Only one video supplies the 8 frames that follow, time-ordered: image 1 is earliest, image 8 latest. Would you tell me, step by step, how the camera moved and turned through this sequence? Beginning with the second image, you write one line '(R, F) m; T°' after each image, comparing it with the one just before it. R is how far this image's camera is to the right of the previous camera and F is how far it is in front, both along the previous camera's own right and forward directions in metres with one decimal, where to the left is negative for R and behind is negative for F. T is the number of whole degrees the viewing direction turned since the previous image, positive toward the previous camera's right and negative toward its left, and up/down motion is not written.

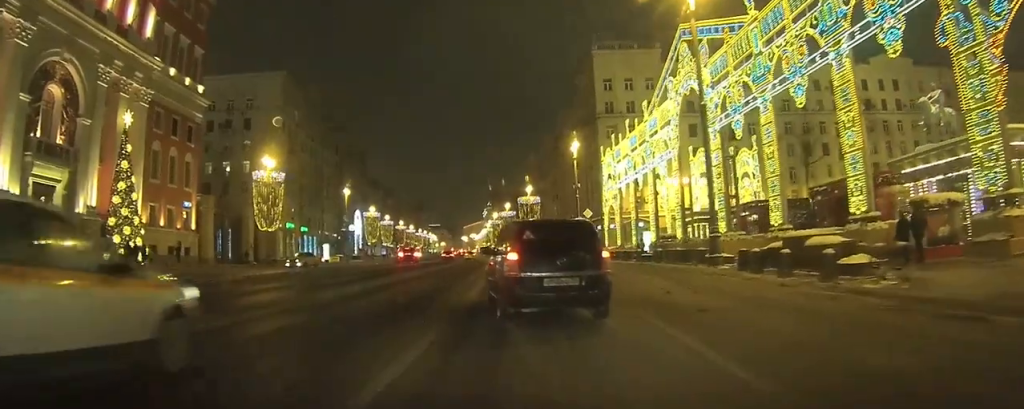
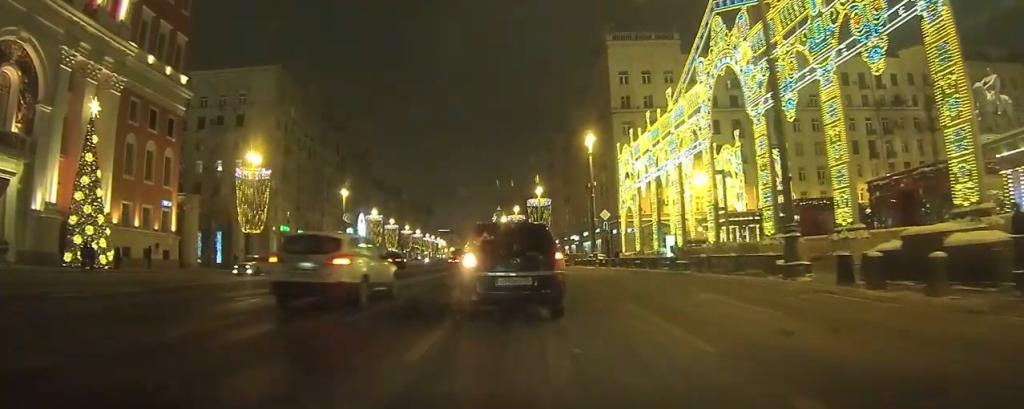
(-0.1, +6.2) m; -1°
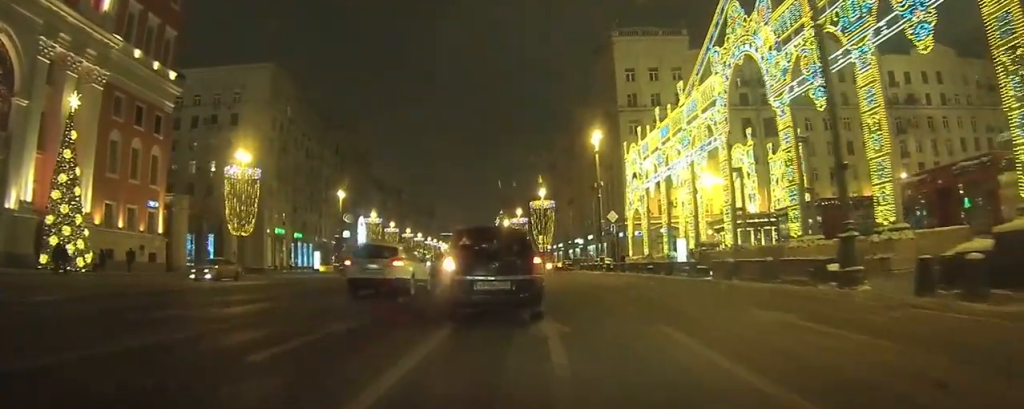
(0.0, +3.0) m; 0°
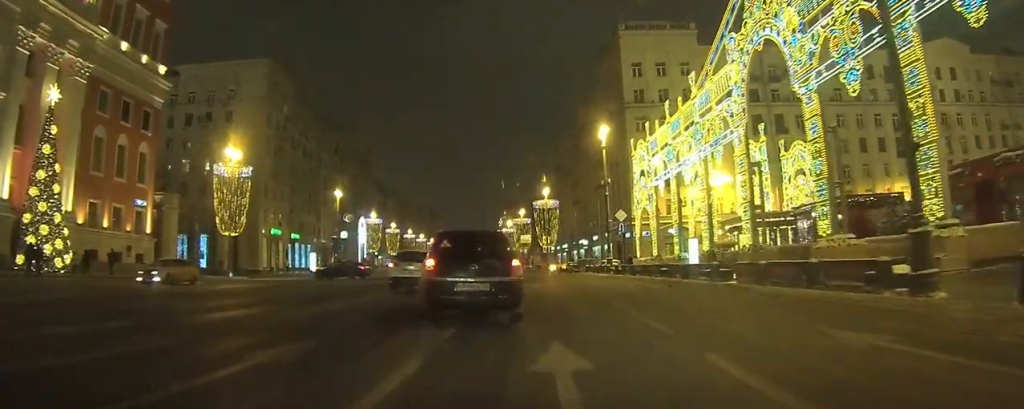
(0.0, +2.8) m; 0°
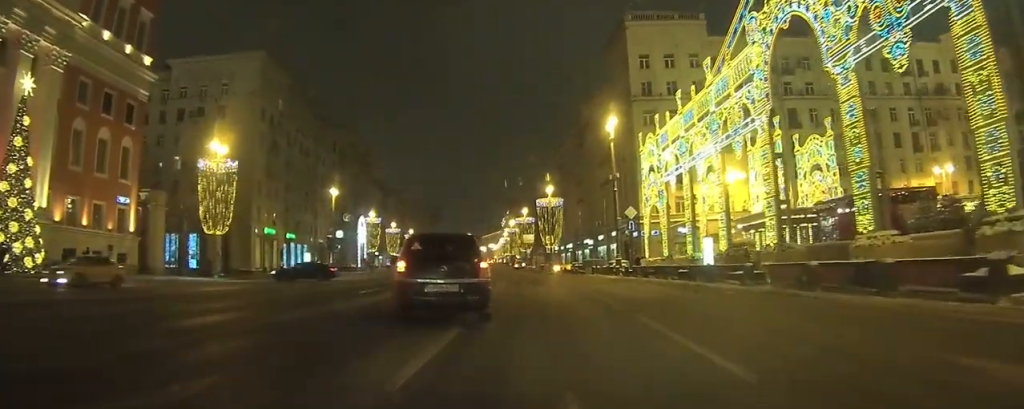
(0.0, +3.5) m; 0°
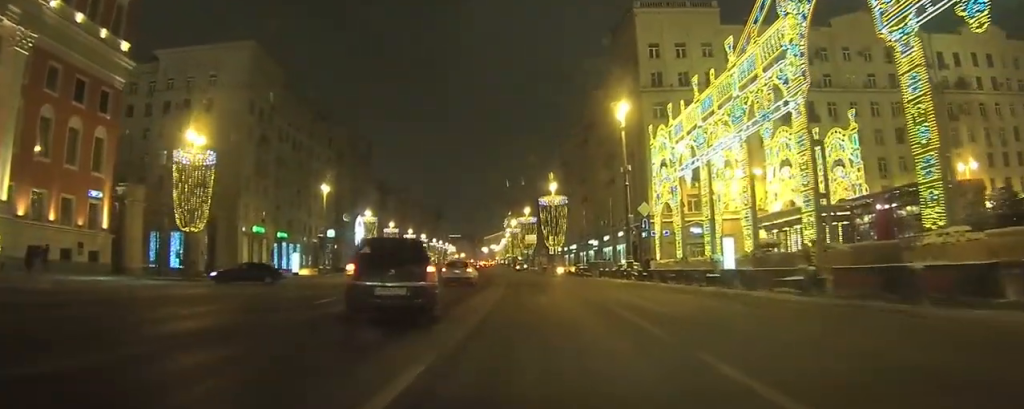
(0.0, +4.5) m; 0°
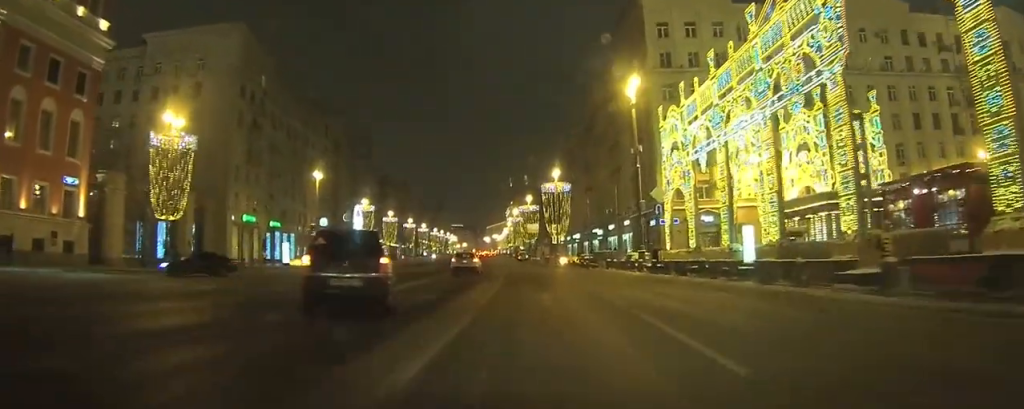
(0.0, +3.5) m; 0°
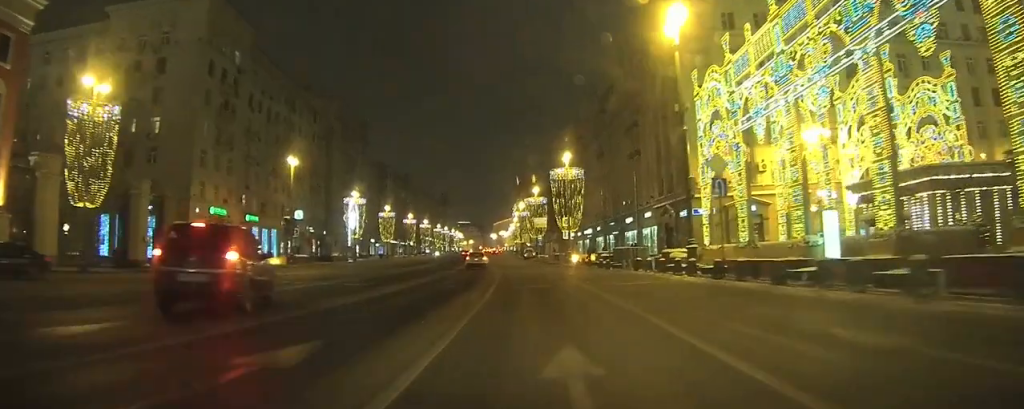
(-0.1, +9.9) m; -3°
